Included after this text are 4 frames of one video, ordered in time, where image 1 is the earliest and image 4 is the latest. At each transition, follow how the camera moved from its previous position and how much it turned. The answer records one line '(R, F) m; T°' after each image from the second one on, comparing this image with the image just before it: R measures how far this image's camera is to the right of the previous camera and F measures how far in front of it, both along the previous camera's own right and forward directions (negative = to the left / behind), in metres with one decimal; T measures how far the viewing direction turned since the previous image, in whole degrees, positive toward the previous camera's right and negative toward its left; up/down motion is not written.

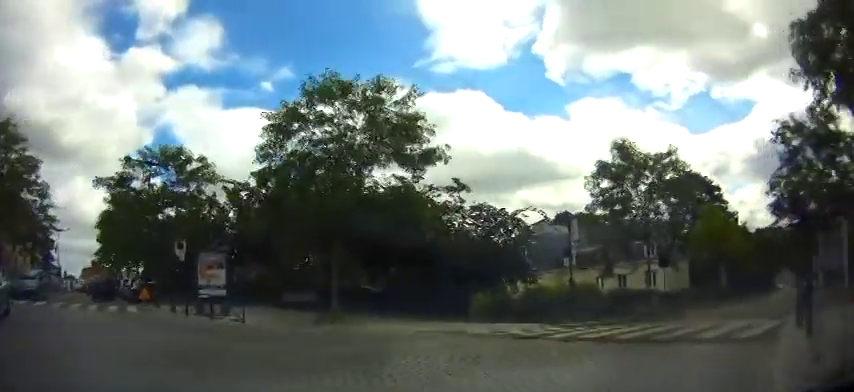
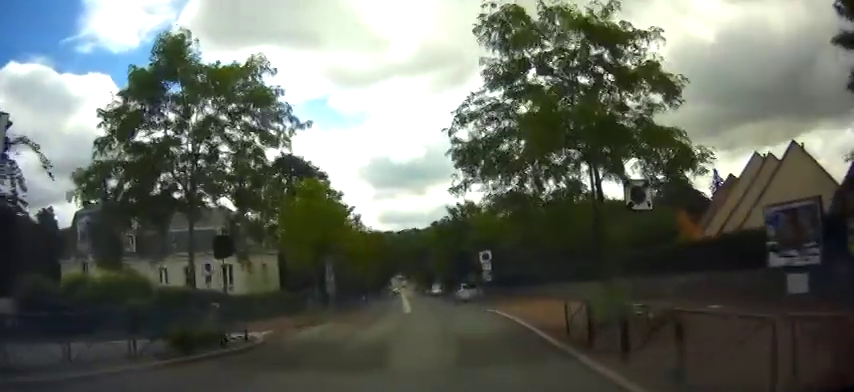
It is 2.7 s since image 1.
(+7.2, +12.6) m; +37°
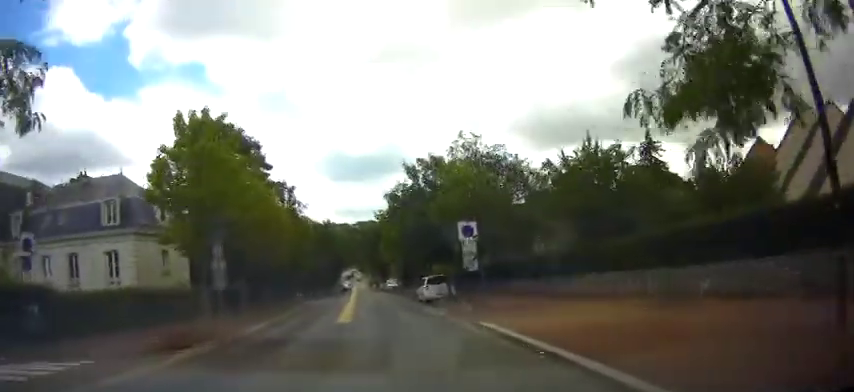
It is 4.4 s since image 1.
(+0.2, +8.1) m; 0°
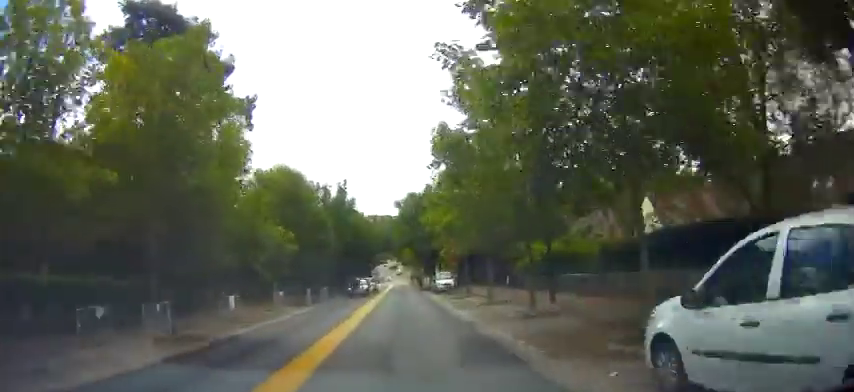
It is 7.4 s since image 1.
(-0.6, +25.2) m; -3°
